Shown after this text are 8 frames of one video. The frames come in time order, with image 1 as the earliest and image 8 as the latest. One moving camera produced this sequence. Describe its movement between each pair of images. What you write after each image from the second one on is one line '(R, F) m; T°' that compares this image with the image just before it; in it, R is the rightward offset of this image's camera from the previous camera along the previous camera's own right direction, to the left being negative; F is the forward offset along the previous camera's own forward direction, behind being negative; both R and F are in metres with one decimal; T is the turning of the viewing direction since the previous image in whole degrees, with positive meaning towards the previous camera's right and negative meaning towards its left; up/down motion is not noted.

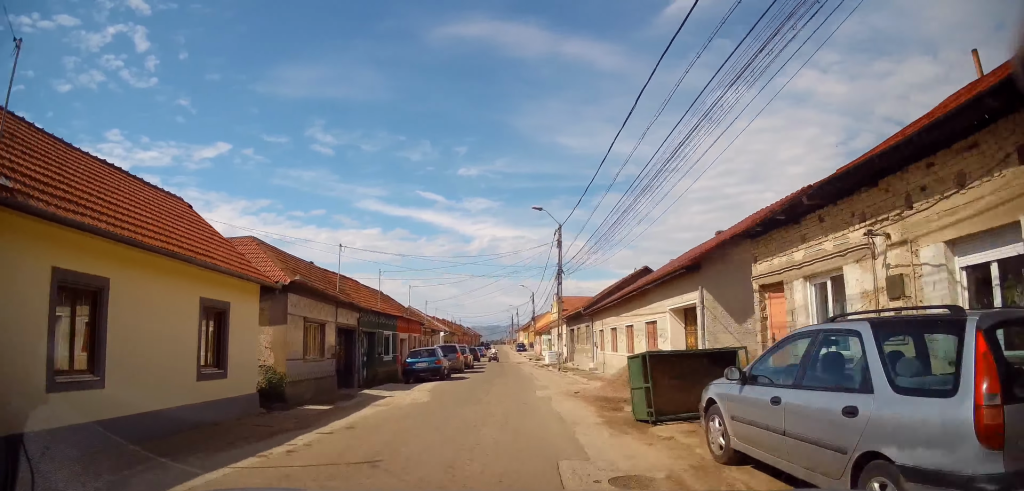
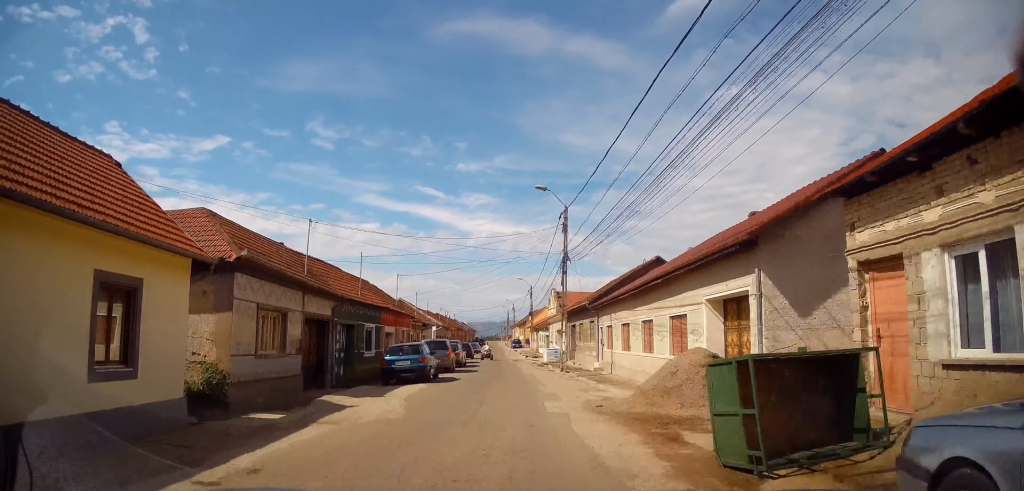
(+0.1, +3.2) m; +1°
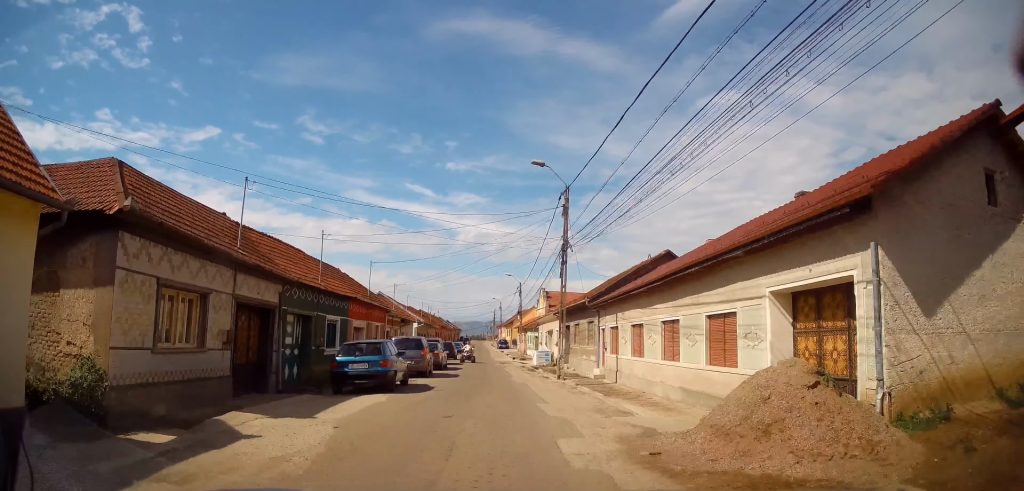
(+0.2, +4.1) m; +2°
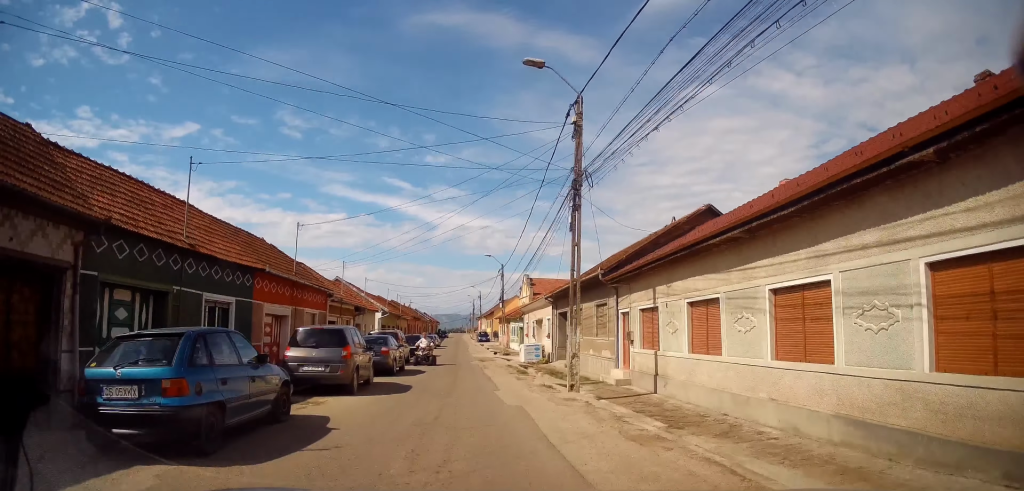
(+0.1, +8.5) m; +1°
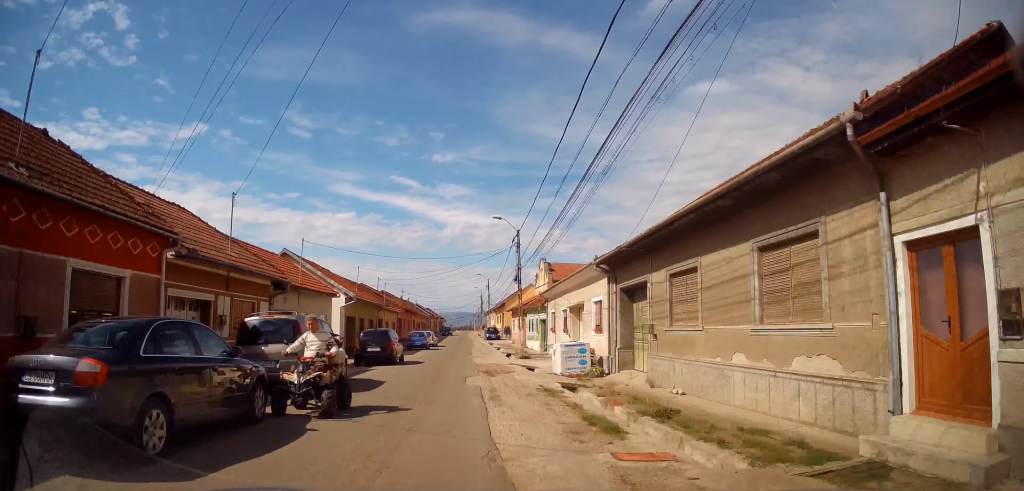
(-0.5, +14.2) m; -2°
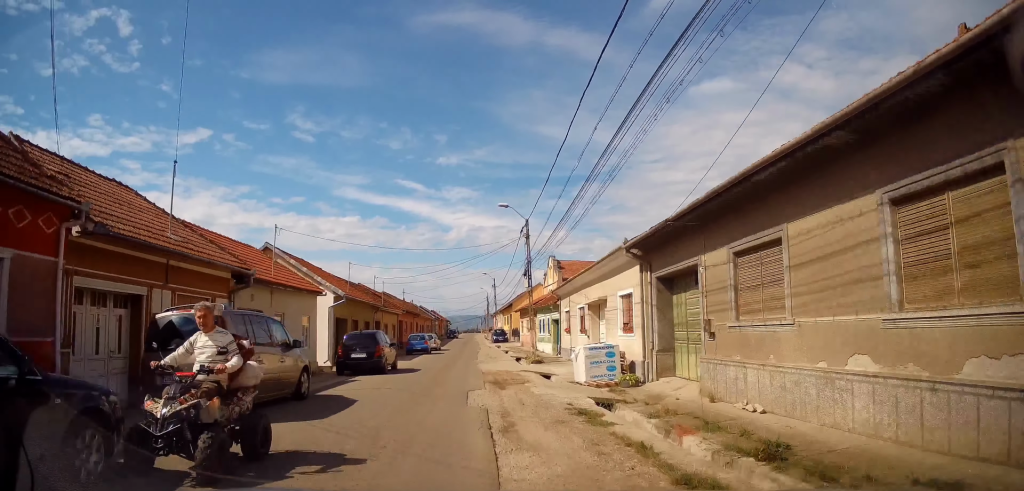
(-0.1, +3.7) m; 0°
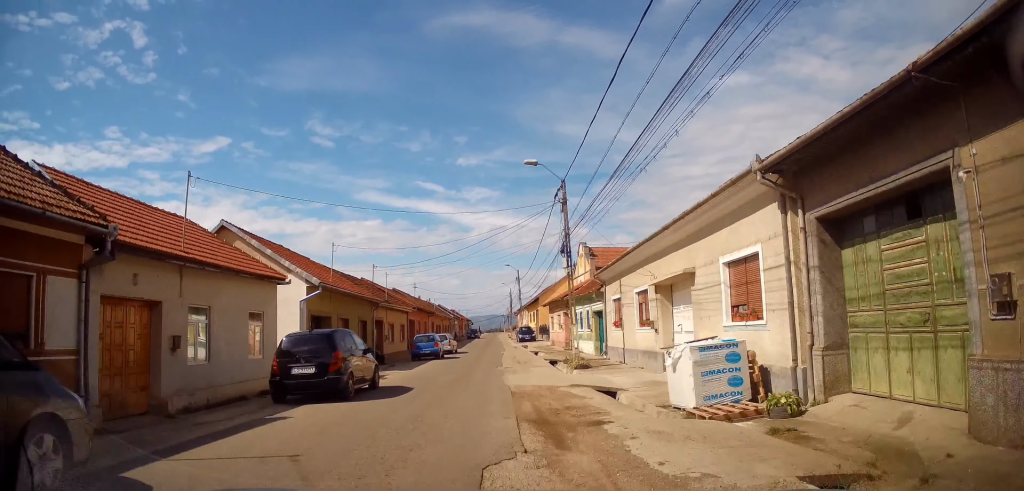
(+0.5, +7.7) m; -2°
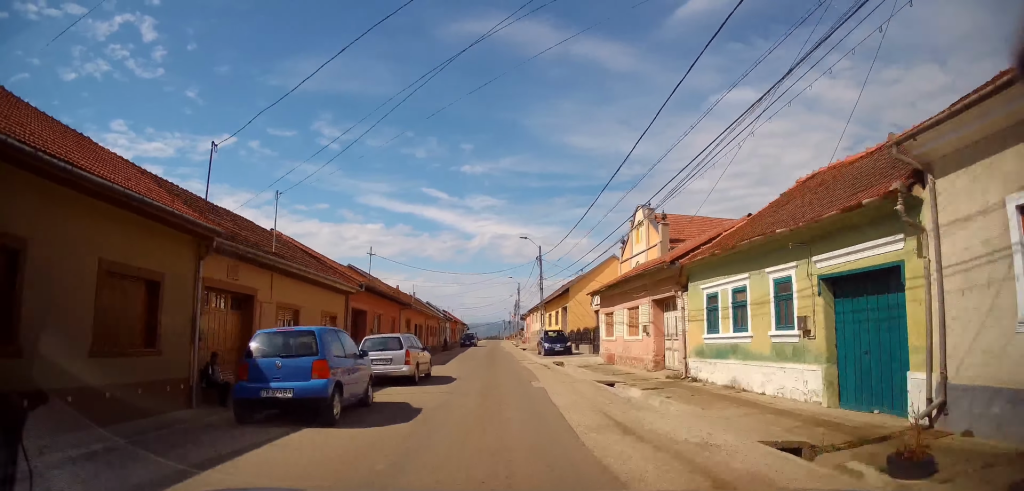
(-1.5, +21.3) m; -2°
